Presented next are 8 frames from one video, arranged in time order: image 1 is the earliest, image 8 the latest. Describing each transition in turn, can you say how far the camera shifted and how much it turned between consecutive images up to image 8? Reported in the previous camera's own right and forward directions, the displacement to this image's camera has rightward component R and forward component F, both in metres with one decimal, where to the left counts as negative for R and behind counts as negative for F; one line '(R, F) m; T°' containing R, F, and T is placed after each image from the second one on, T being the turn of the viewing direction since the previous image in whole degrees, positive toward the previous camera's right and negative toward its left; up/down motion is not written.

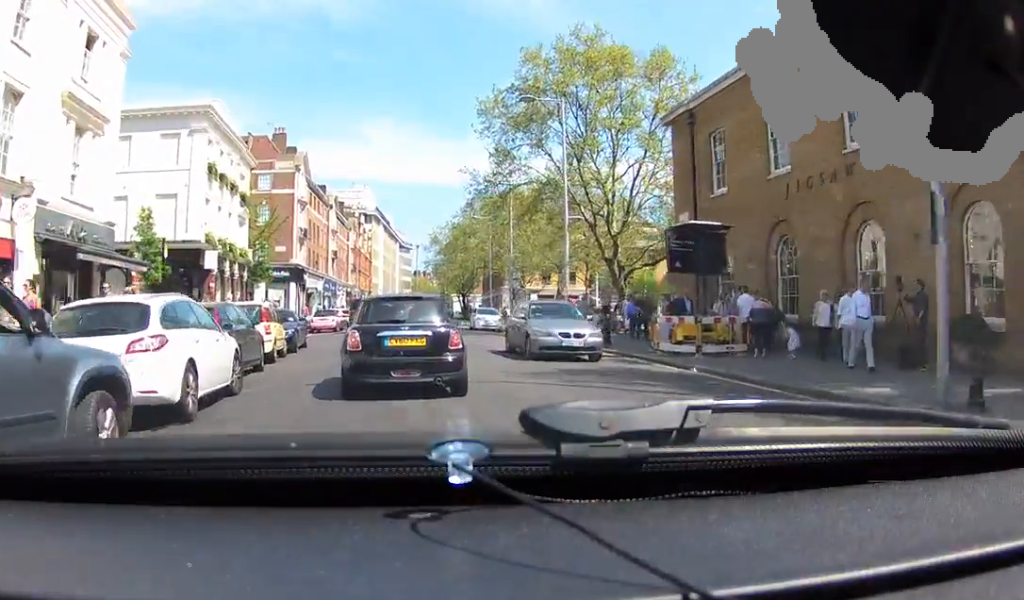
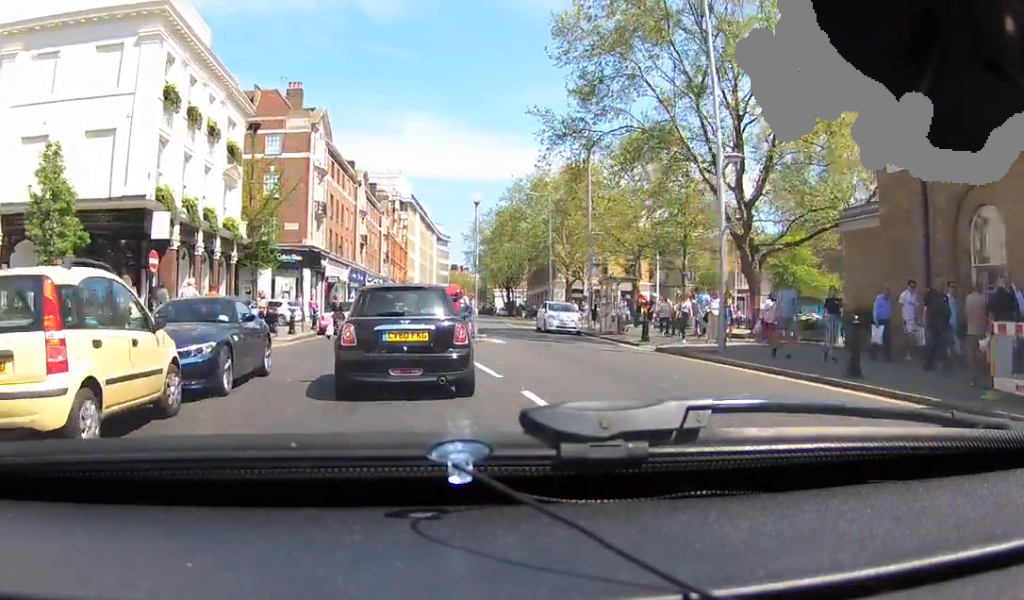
(0.0, +12.6) m; 0°
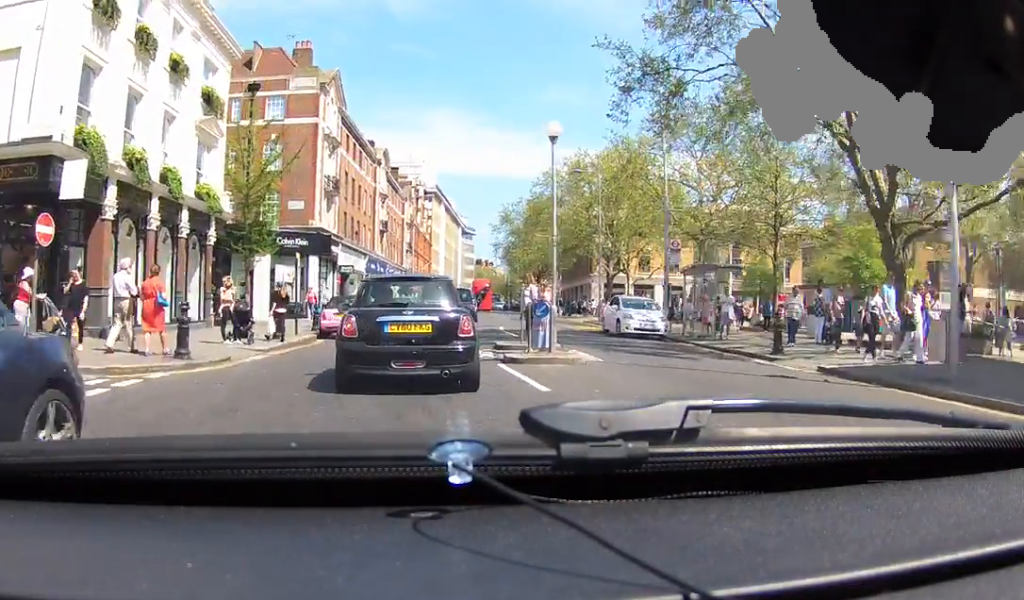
(0.0, +8.7) m; 0°
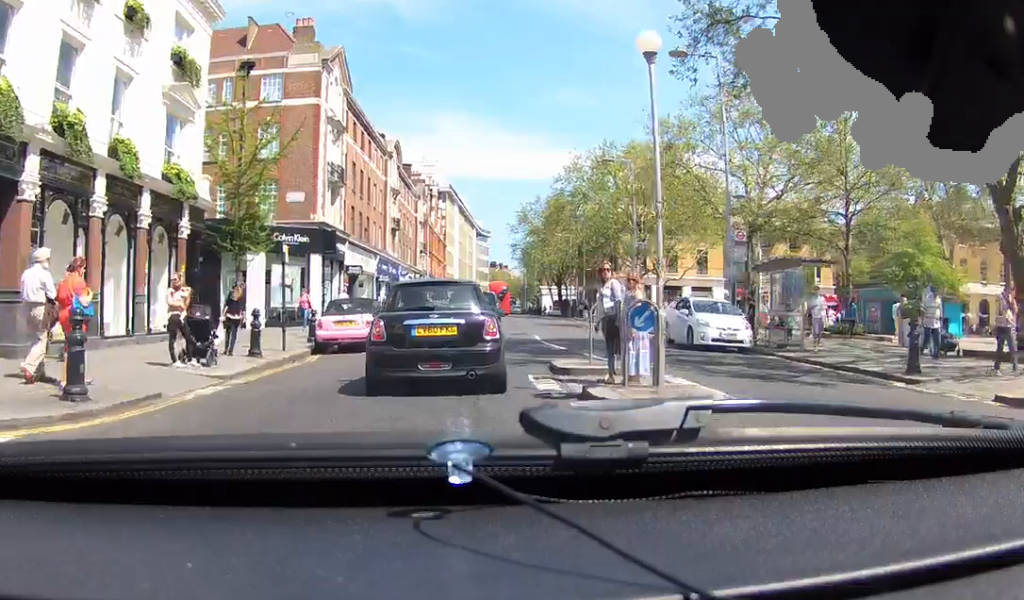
(0.0, +5.3) m; +1°
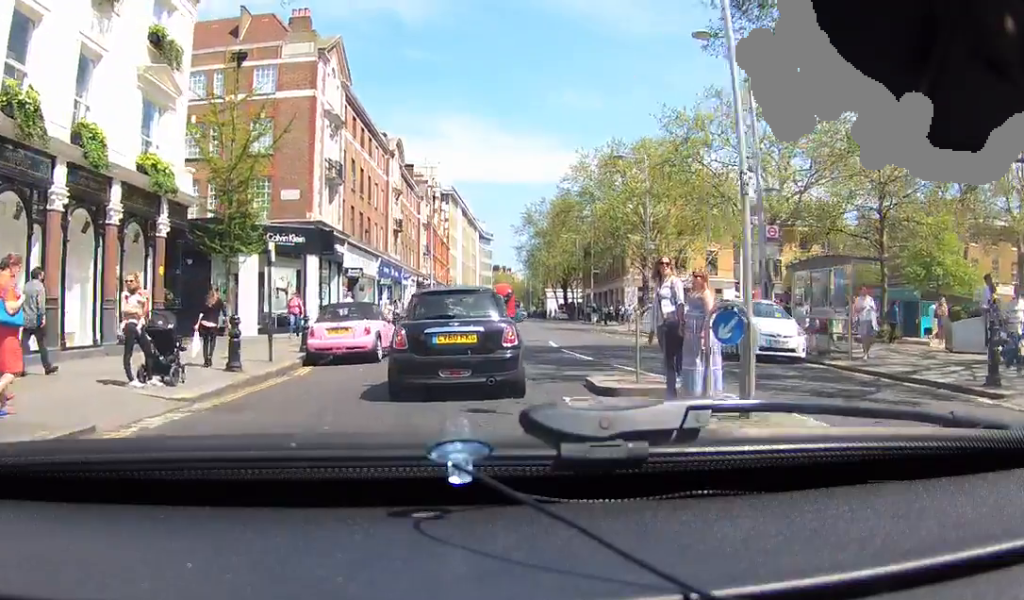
(0.0, +2.4) m; +1°
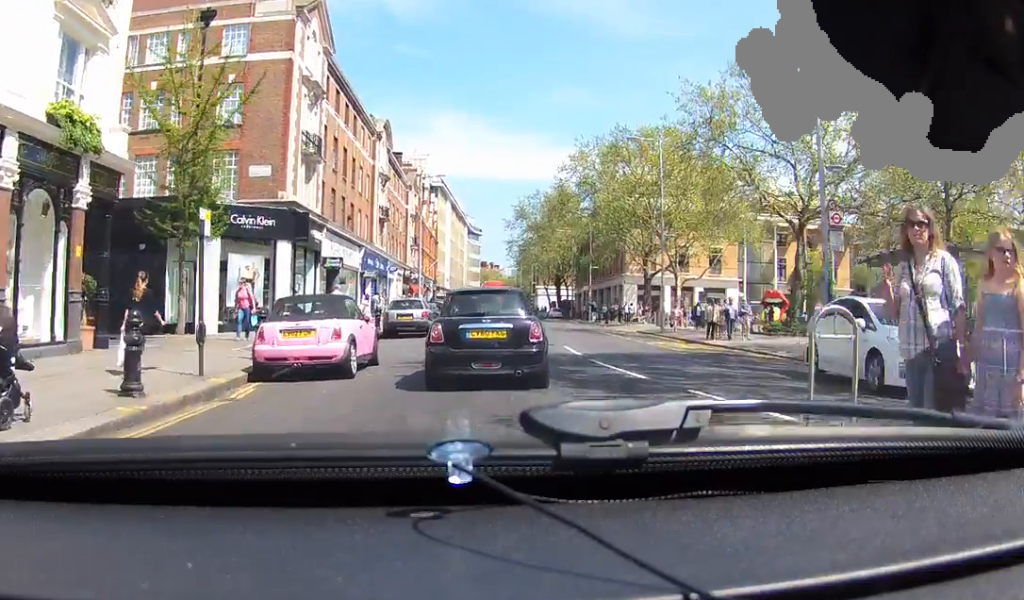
(+0.1, +4.9) m; +1°
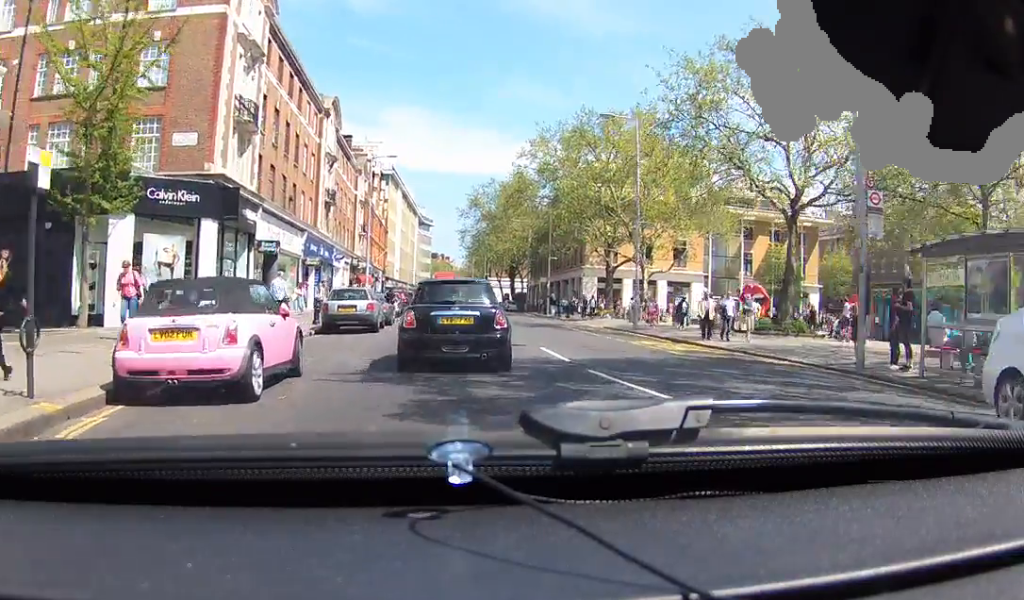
(0.0, +4.1) m; 0°
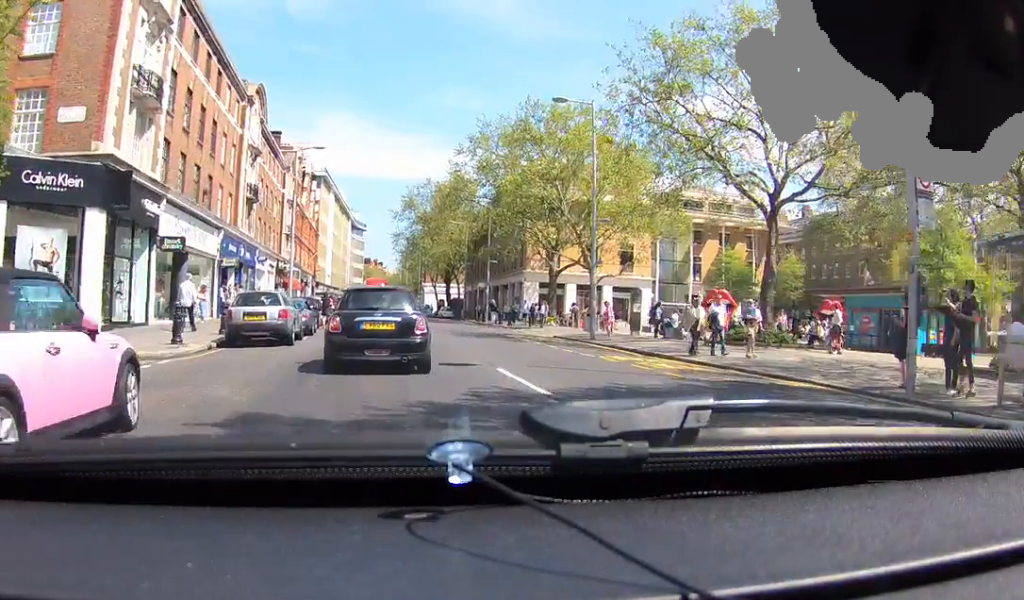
(0.0, +3.8) m; -2°
